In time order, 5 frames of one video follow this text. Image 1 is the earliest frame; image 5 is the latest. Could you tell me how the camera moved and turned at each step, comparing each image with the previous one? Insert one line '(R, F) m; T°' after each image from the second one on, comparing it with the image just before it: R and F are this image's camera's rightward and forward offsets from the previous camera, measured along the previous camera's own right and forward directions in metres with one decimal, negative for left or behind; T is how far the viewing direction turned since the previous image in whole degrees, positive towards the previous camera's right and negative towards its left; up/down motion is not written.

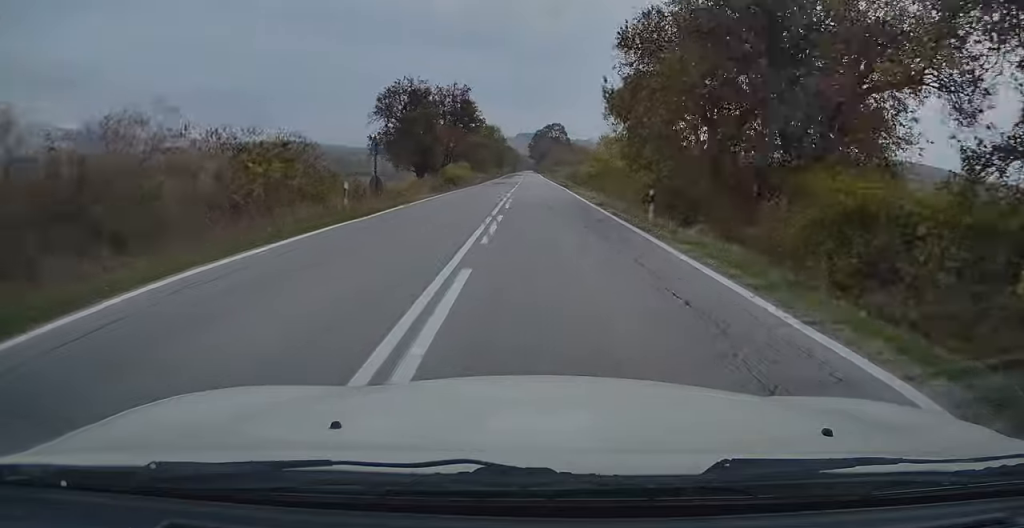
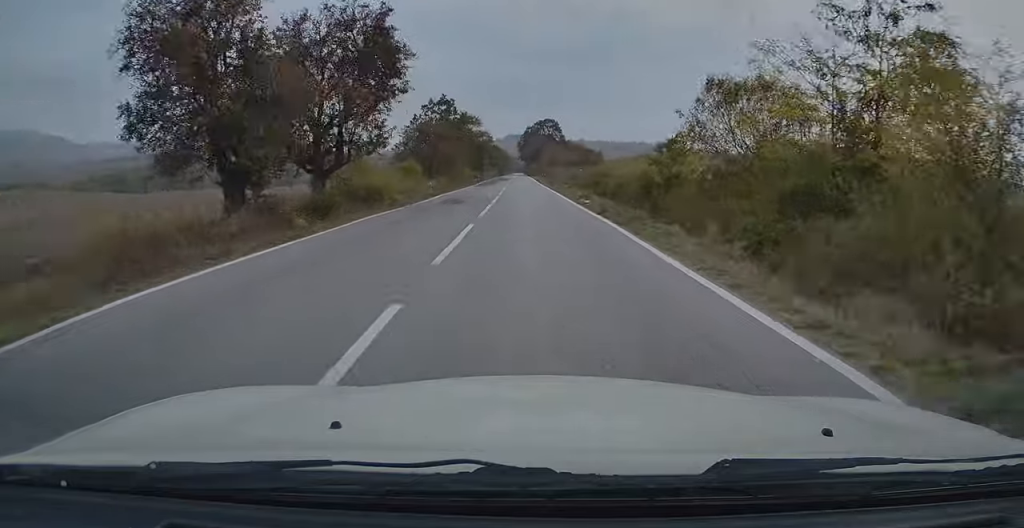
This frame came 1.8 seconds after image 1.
(-0.1, +28.5) m; 0°
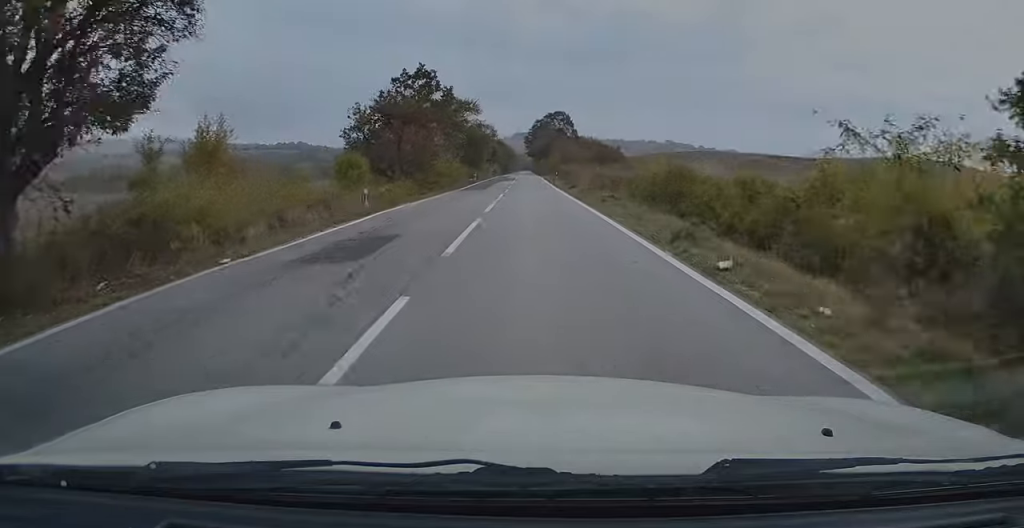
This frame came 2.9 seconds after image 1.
(0.0, +17.5) m; -1°
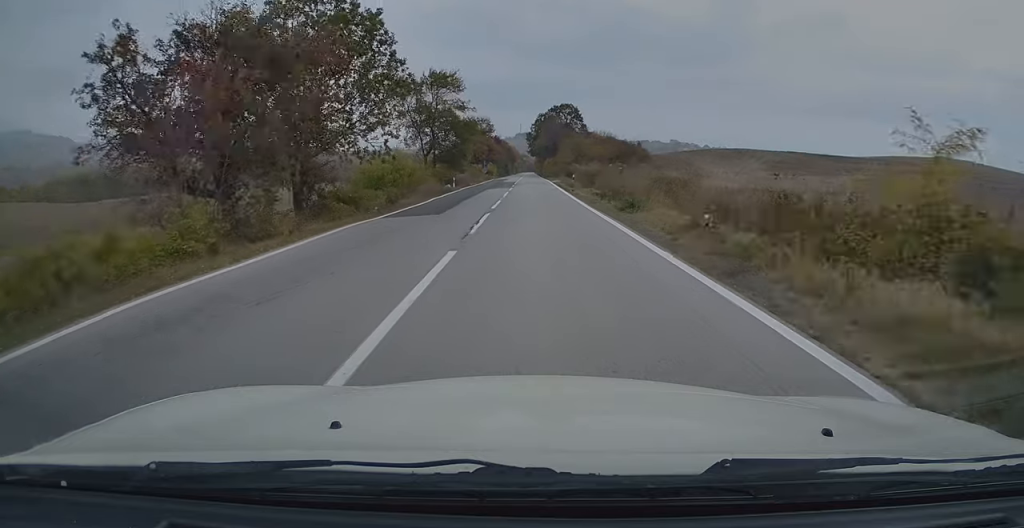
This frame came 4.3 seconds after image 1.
(-0.4, +23.2) m; 0°
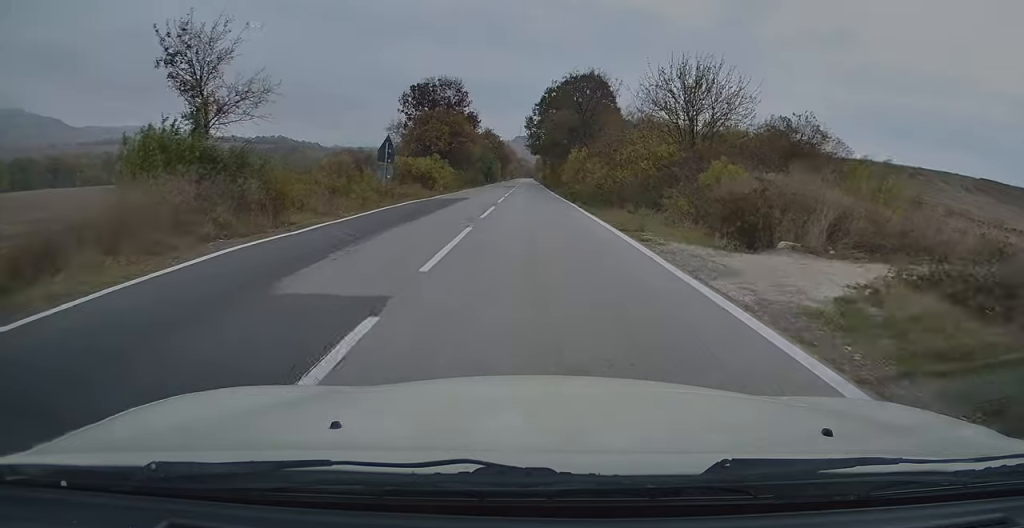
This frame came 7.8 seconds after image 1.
(+0.4, +57.5) m; 0°
